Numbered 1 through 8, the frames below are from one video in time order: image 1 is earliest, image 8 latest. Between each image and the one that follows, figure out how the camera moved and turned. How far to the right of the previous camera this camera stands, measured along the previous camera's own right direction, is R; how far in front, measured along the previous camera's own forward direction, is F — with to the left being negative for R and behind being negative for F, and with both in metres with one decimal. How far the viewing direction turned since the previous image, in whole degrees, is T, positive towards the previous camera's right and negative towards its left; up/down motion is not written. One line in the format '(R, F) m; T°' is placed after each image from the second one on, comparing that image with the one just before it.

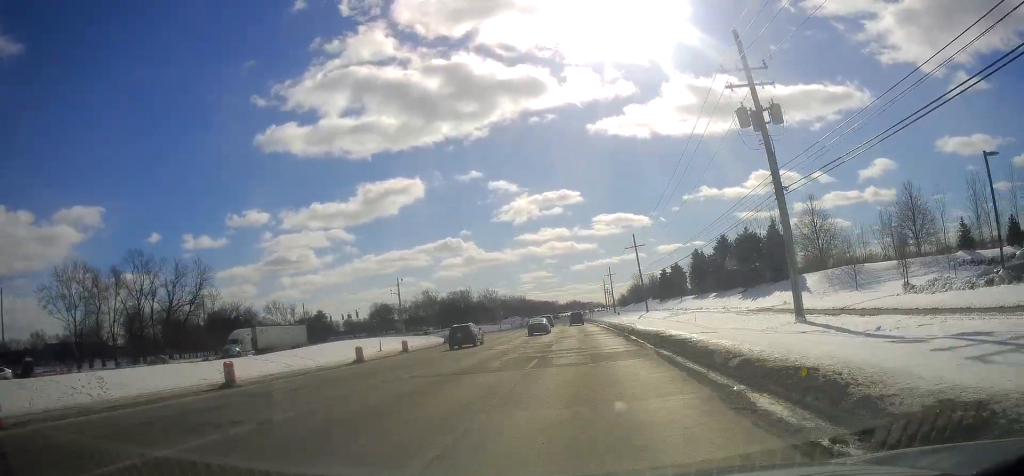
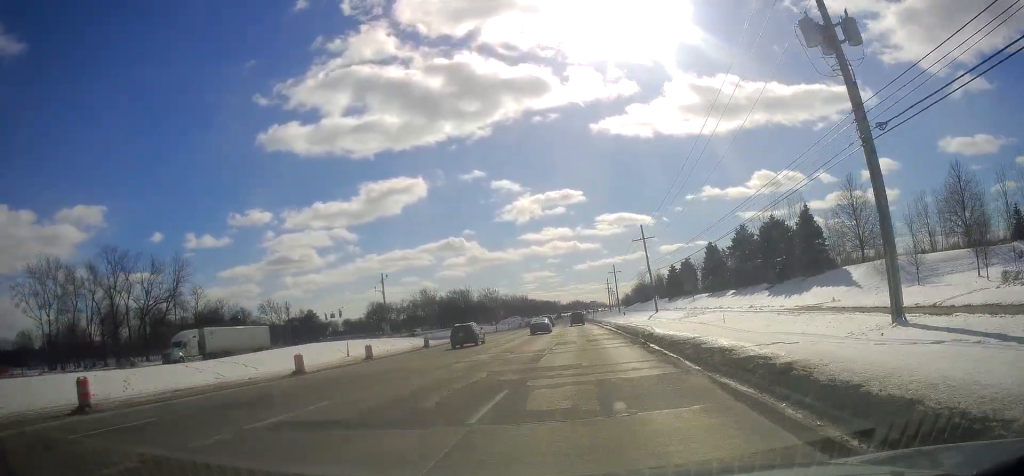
(+0.1, +9.1) m; -1°
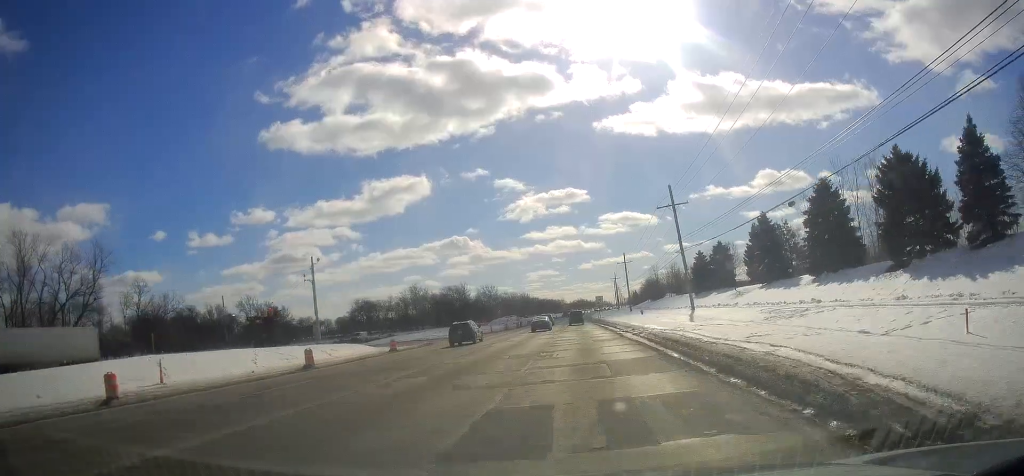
(-0.9, +25.1) m; -1°
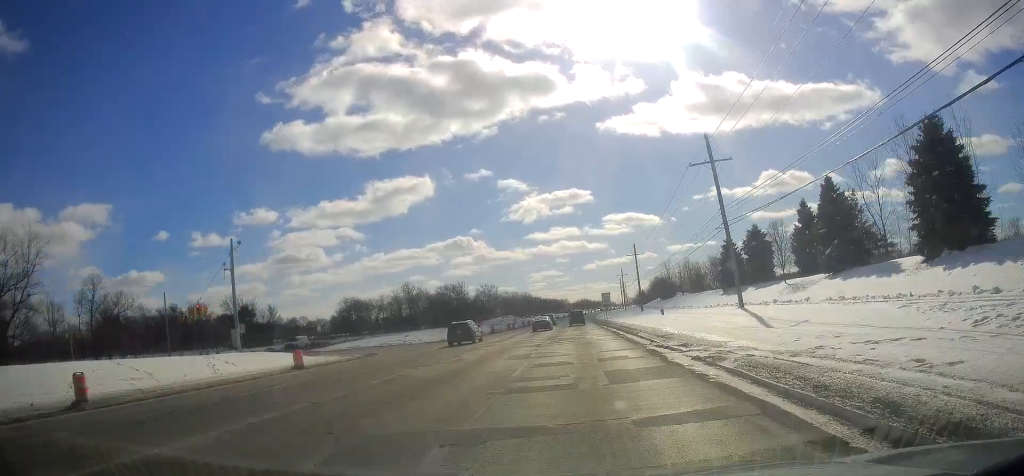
(+0.2, +16.8) m; +1°
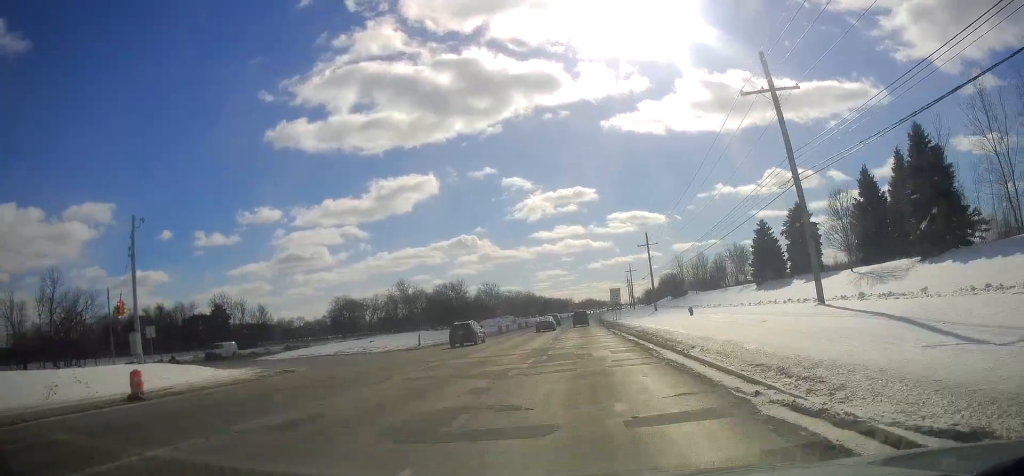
(0.0, +13.5) m; 0°
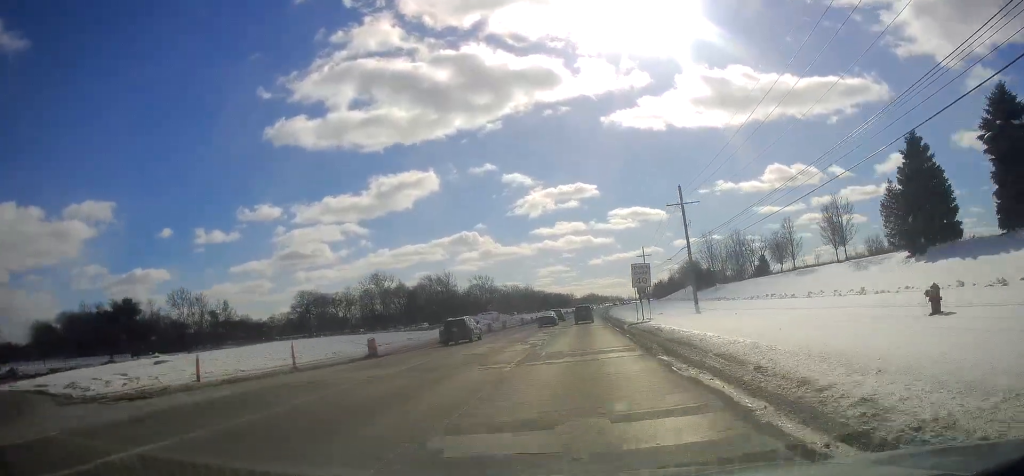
(+0.1, +31.3) m; -2°
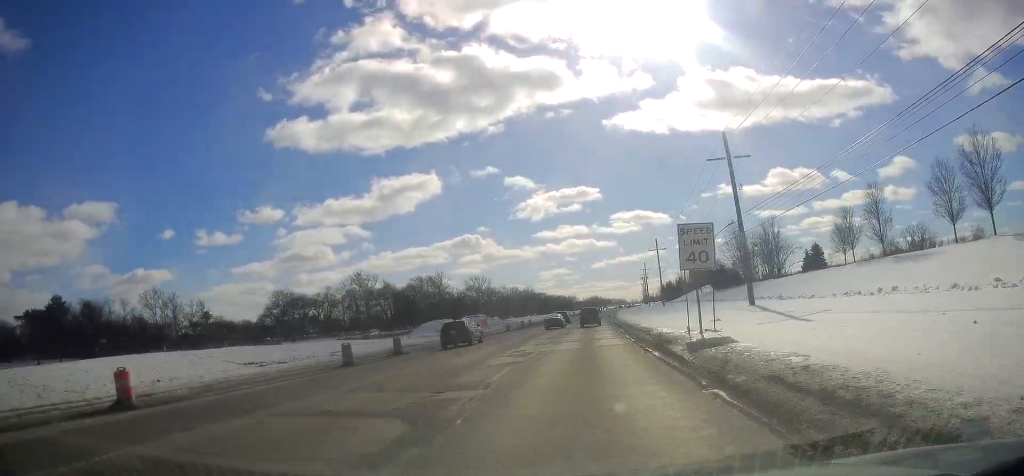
(-0.5, +18.6) m; -1°
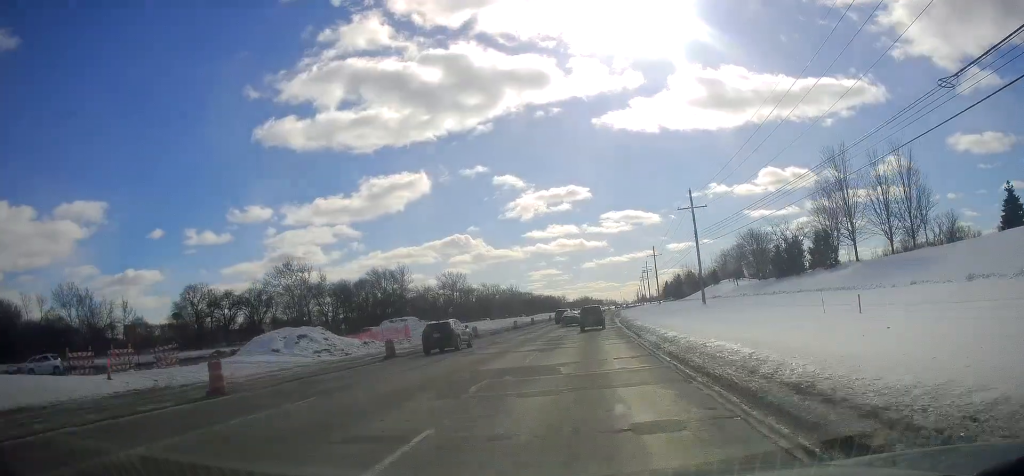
(+0.5, +40.6) m; +2°
